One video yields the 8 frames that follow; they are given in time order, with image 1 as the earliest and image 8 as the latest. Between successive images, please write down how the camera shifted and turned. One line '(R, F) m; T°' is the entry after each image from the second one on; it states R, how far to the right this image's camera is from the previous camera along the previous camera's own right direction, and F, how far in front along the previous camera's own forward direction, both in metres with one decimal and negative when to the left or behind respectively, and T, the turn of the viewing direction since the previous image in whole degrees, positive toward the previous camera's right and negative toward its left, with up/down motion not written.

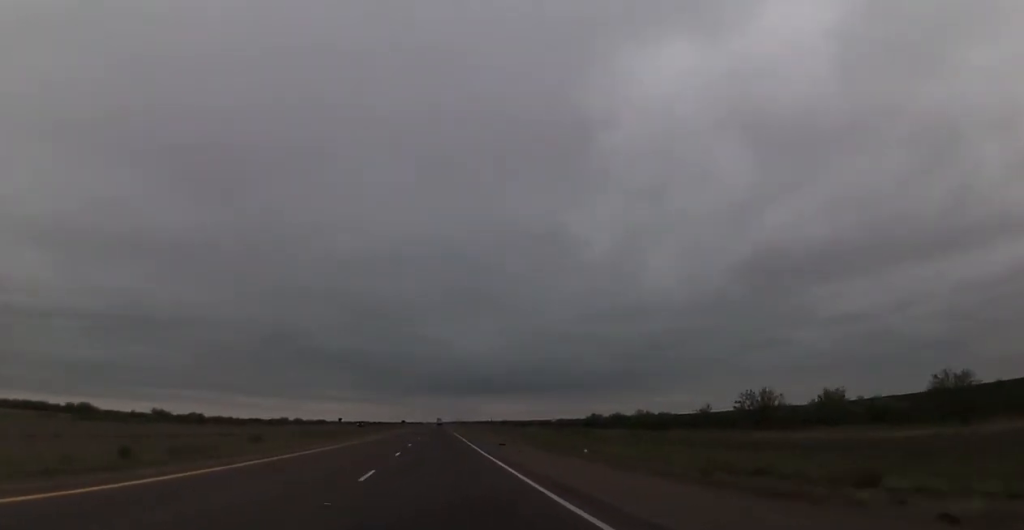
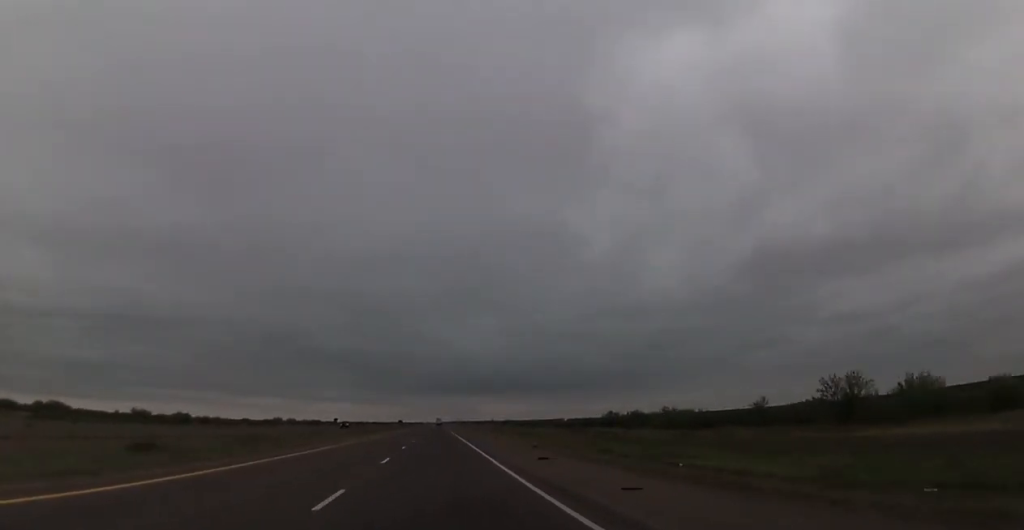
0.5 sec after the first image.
(0.0, +17.1) m; 0°
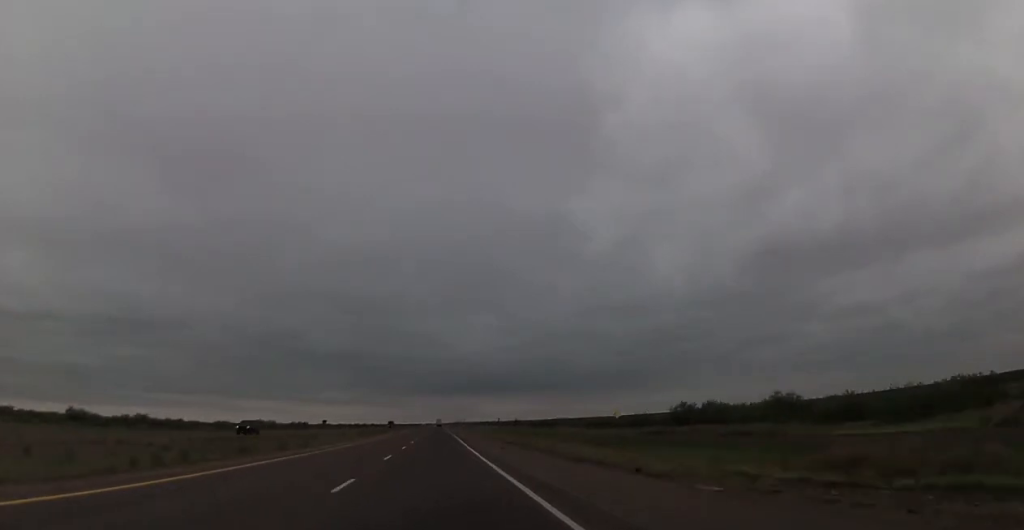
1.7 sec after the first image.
(0.0, +45.2) m; 0°
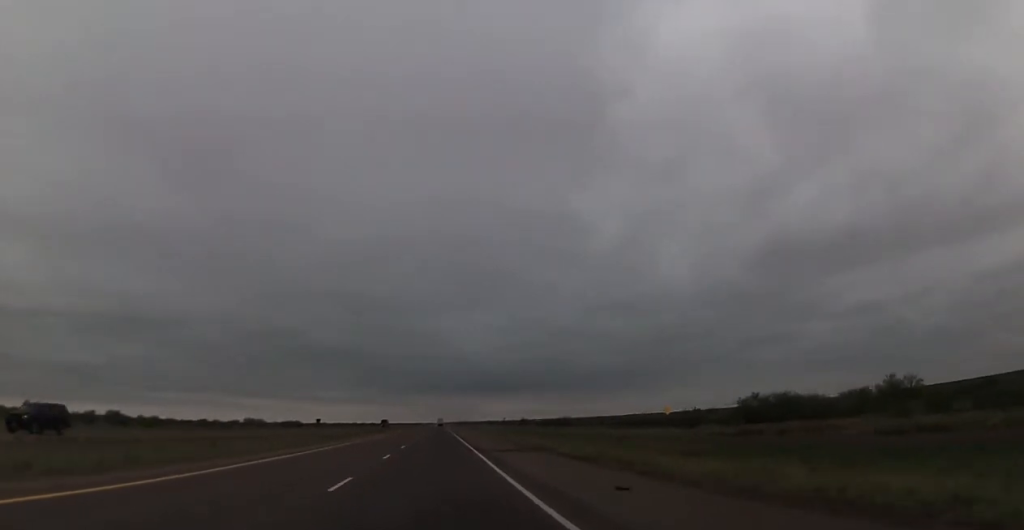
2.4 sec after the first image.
(0.0, +24.4) m; 0°
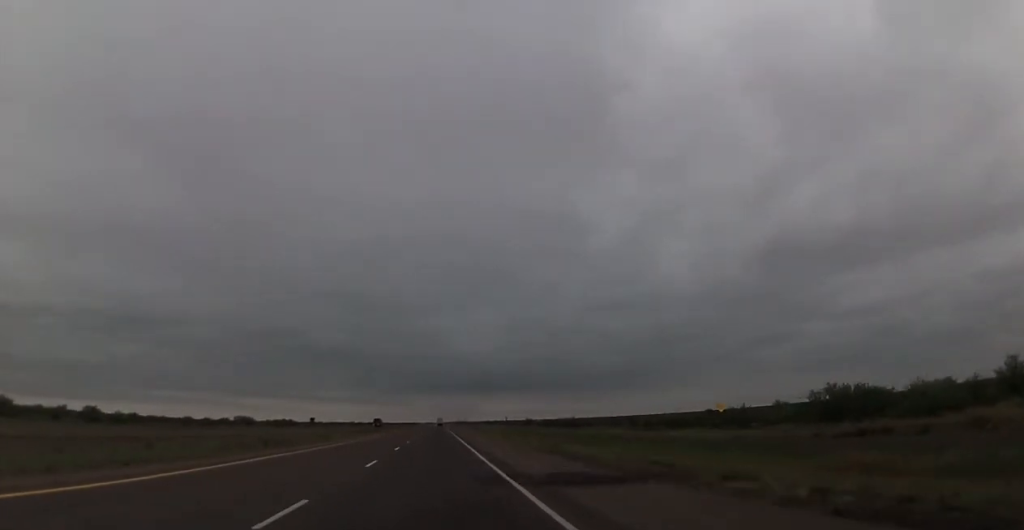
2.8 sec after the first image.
(-0.1, +17.1) m; 0°
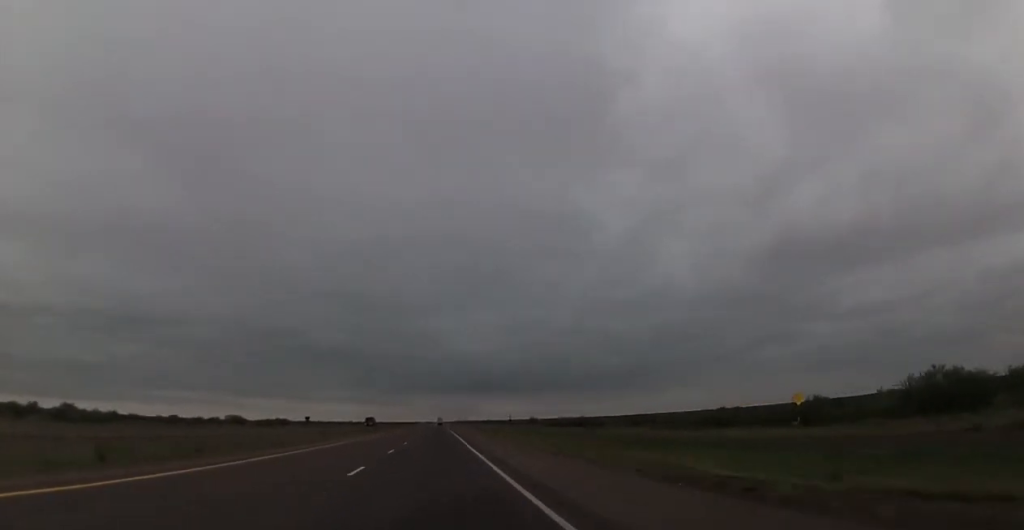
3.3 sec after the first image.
(-0.1, +15.8) m; 0°
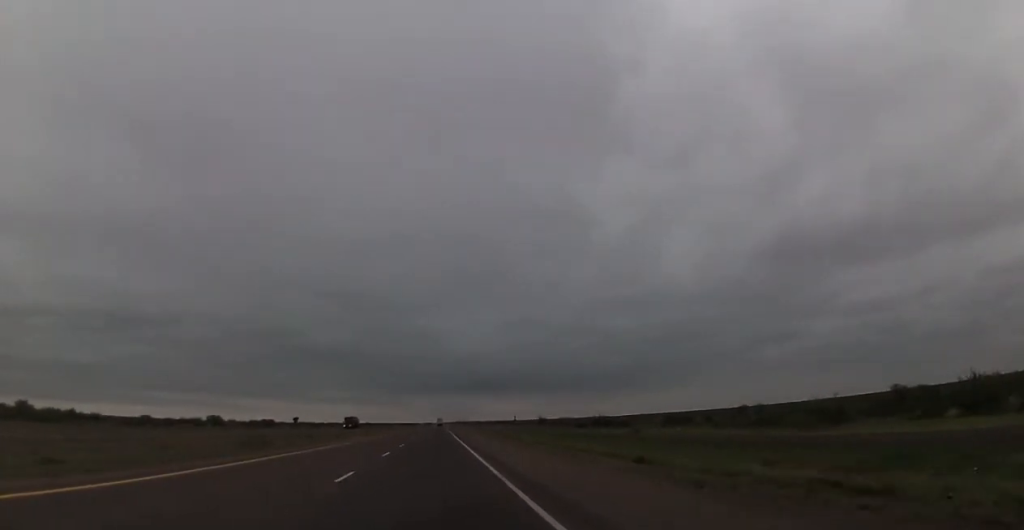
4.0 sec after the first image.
(+0.1, +25.6) m; 0°
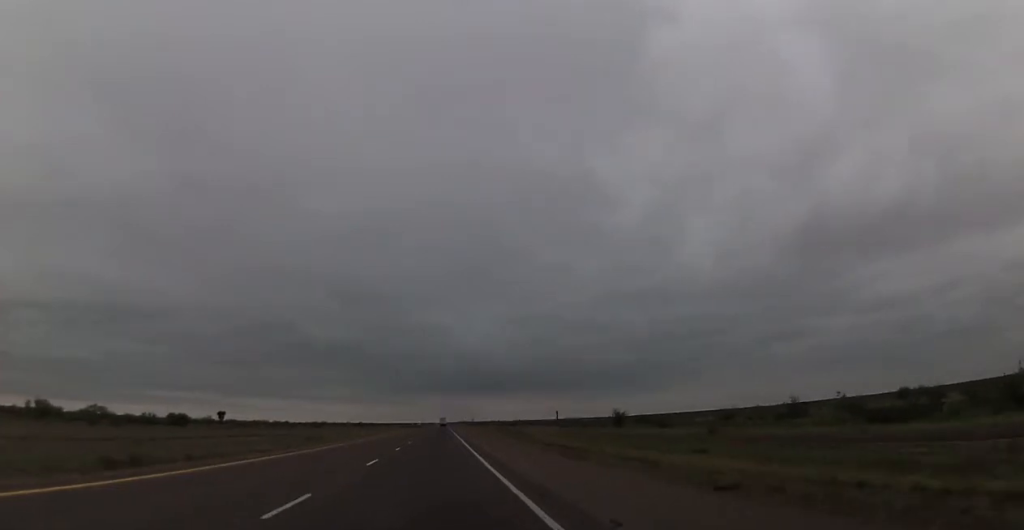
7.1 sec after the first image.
(+0.2, +114.8) m; 0°
